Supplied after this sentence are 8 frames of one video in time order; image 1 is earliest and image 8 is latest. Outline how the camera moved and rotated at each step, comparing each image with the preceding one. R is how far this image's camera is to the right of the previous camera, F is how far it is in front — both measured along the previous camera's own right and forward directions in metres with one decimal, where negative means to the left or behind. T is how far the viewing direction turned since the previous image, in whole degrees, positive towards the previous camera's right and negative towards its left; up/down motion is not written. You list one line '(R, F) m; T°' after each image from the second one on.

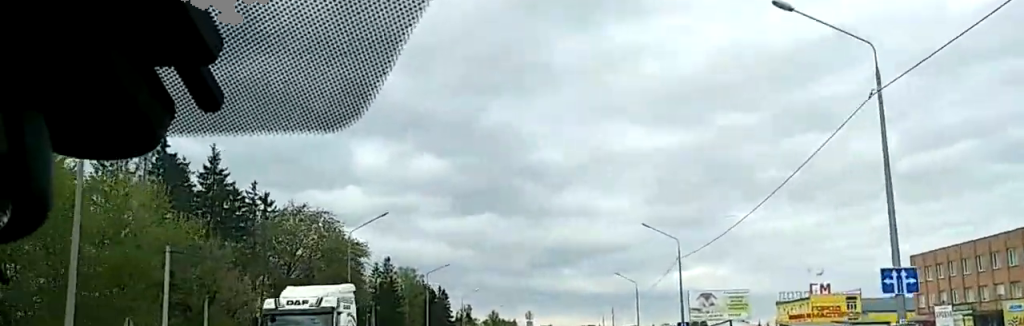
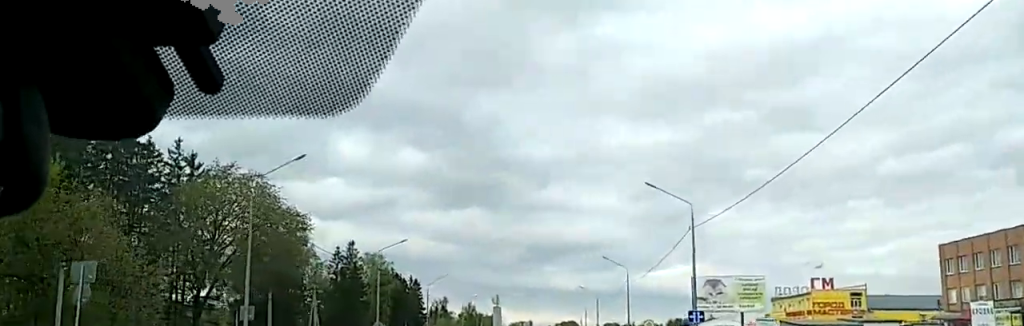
(0.0, +13.9) m; +1°
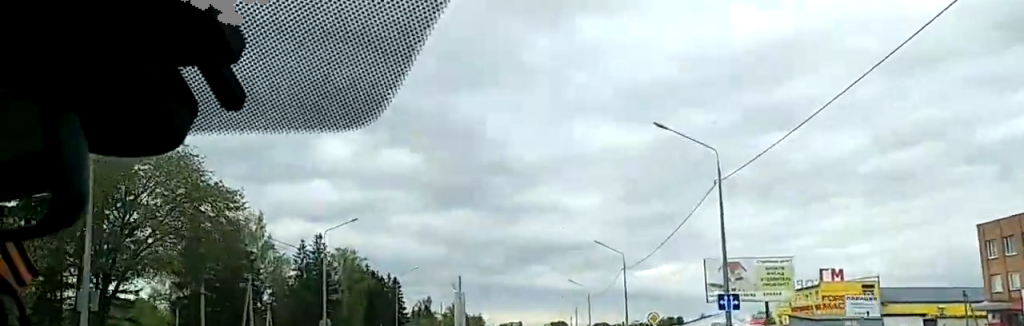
(+0.1, +12.0) m; +2°
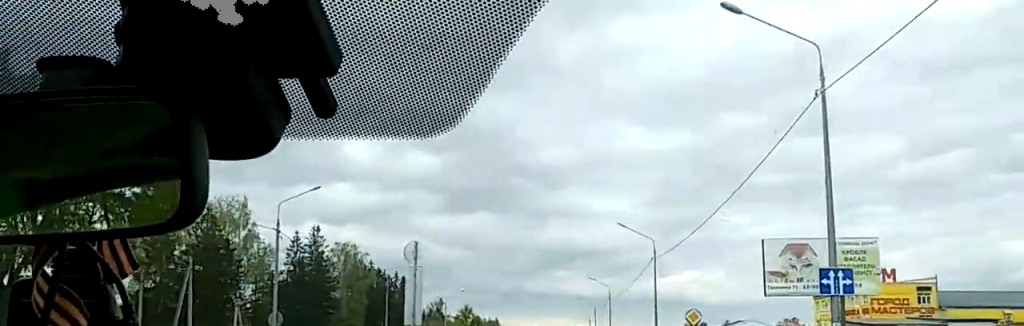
(+0.2, +12.2) m; +2°
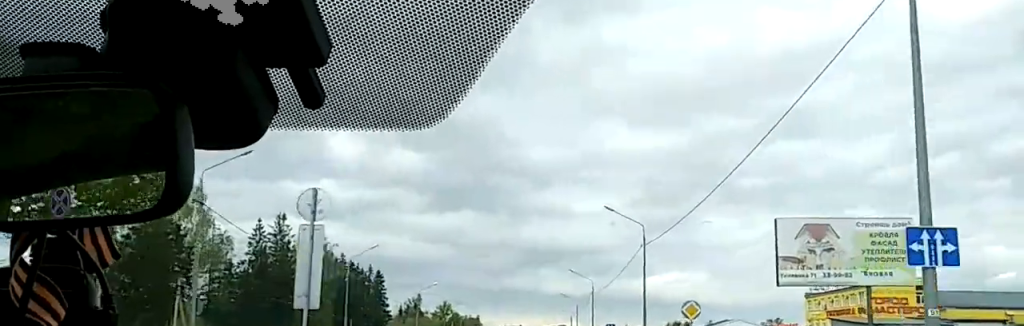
(+0.1, +6.8) m; 0°
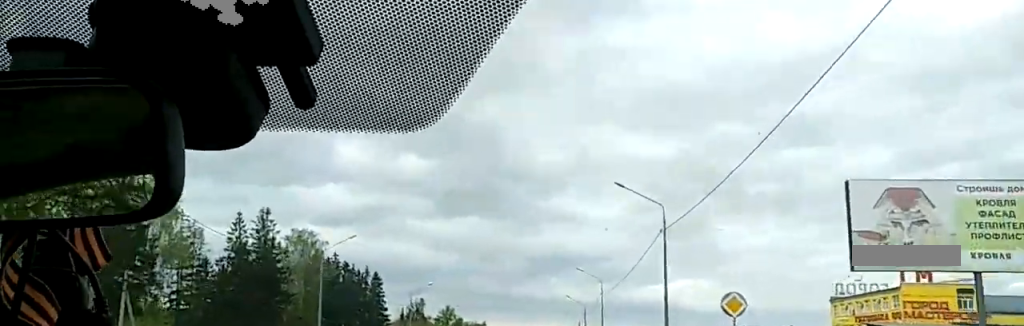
(-0.1, +9.1) m; 0°
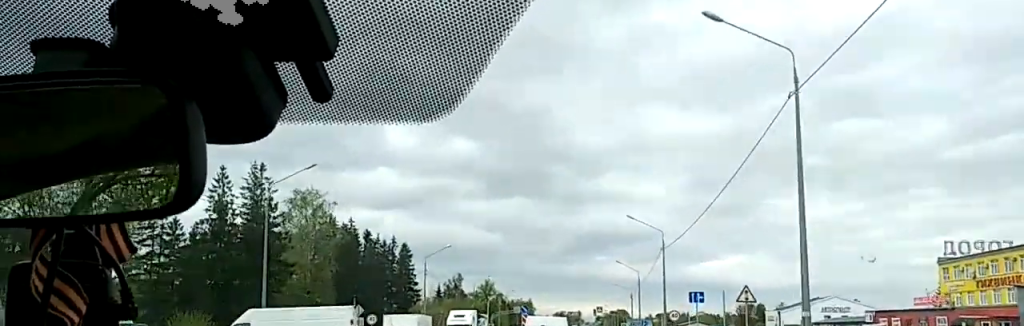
(+0.3, +19.6) m; +1°
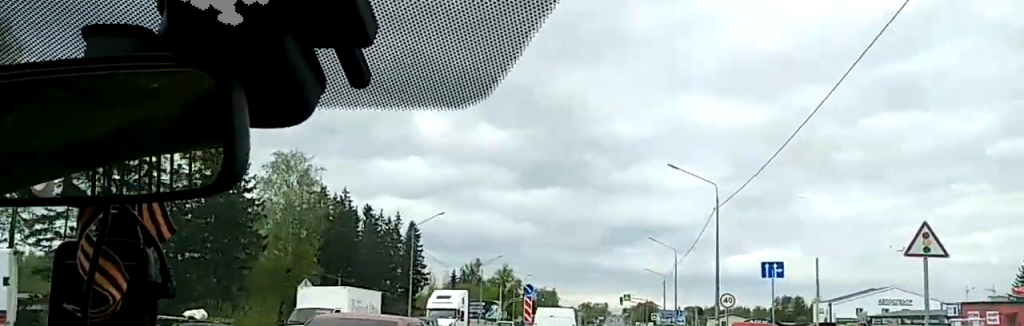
(-0.2, +15.6) m; -2°
